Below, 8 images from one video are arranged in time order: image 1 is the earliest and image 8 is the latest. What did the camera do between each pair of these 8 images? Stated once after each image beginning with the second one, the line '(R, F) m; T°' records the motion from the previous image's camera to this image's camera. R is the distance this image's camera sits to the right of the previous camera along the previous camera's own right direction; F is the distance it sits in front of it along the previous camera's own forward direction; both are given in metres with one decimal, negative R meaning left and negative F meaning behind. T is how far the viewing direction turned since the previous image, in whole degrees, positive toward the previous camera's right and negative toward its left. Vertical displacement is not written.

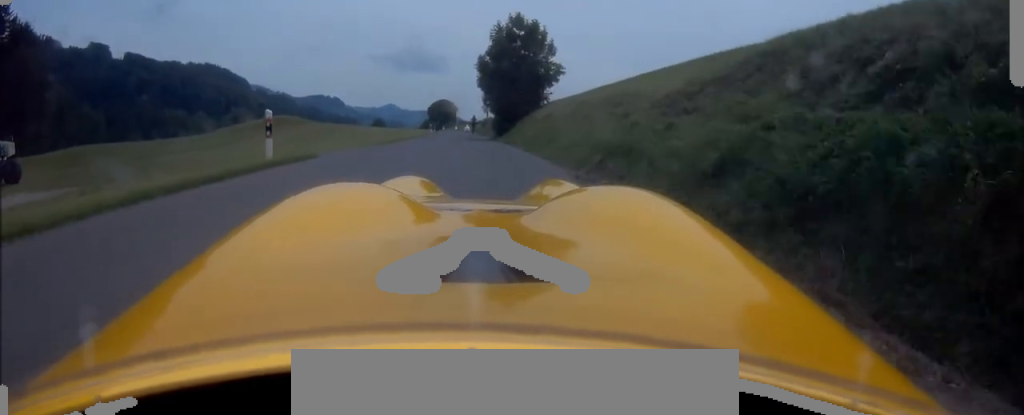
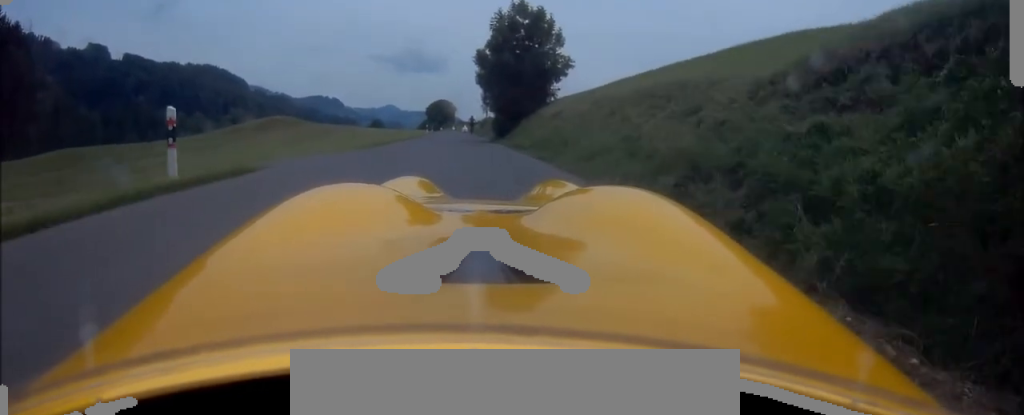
(+0.1, +3.6) m; -2°
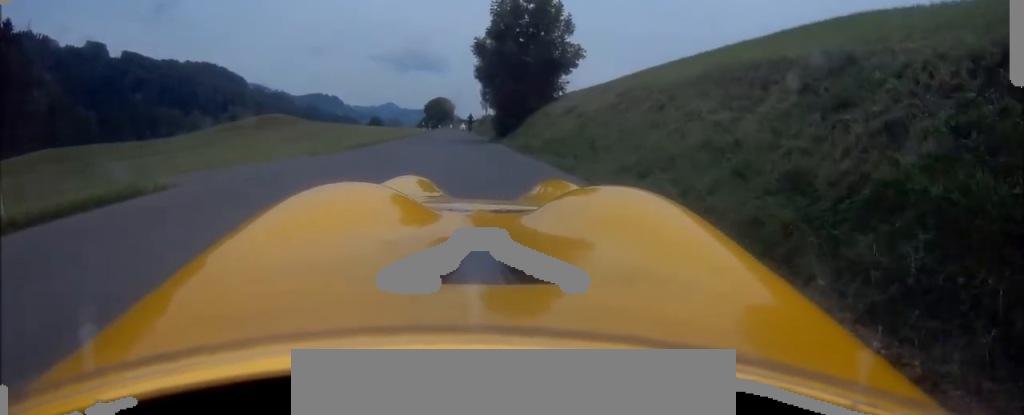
(-0.2, +3.4) m; 0°
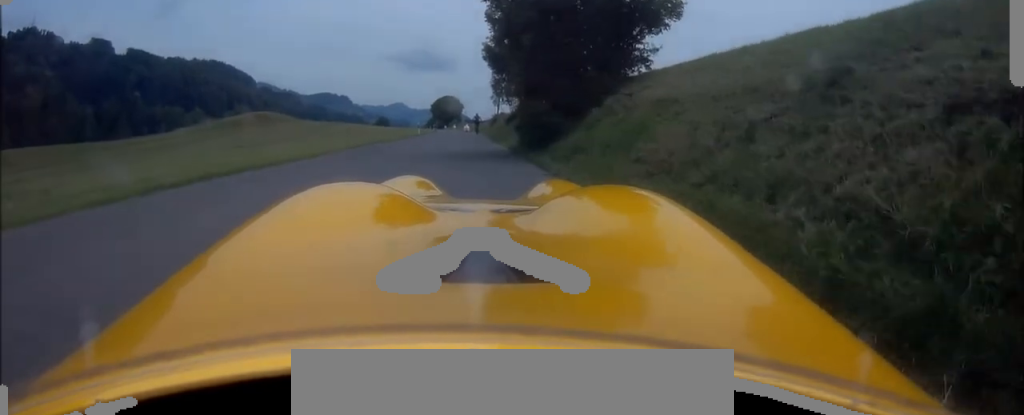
(+0.1, +12.1) m; 0°
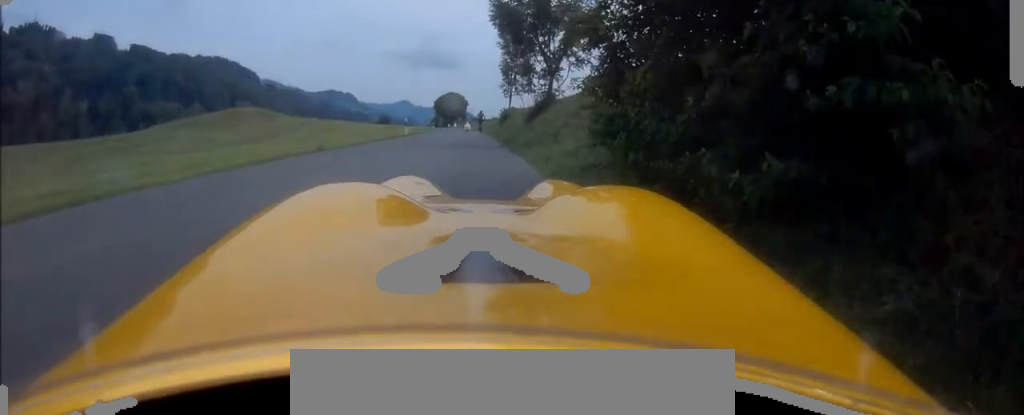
(-0.1, +10.6) m; 0°
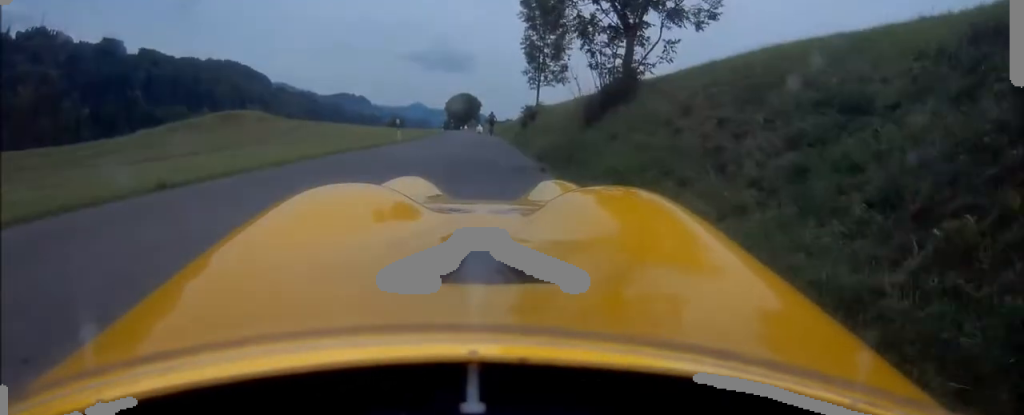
(-0.2, +8.6) m; -3°
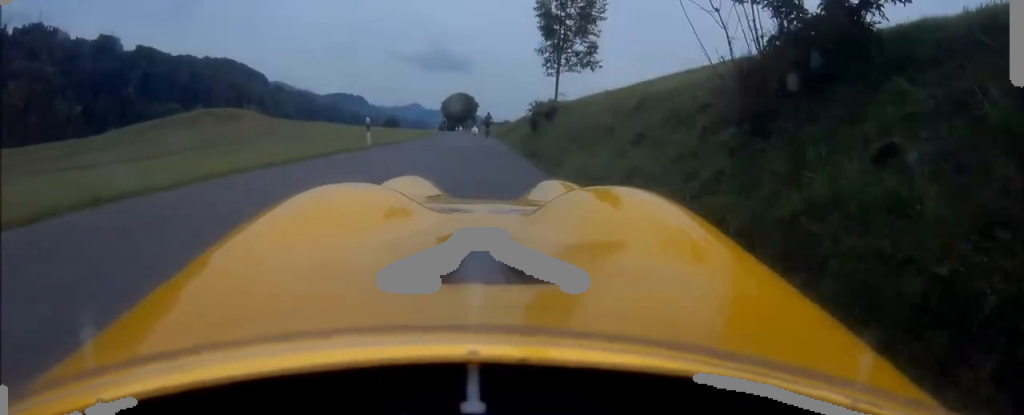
(-0.1, +6.5) m; 0°
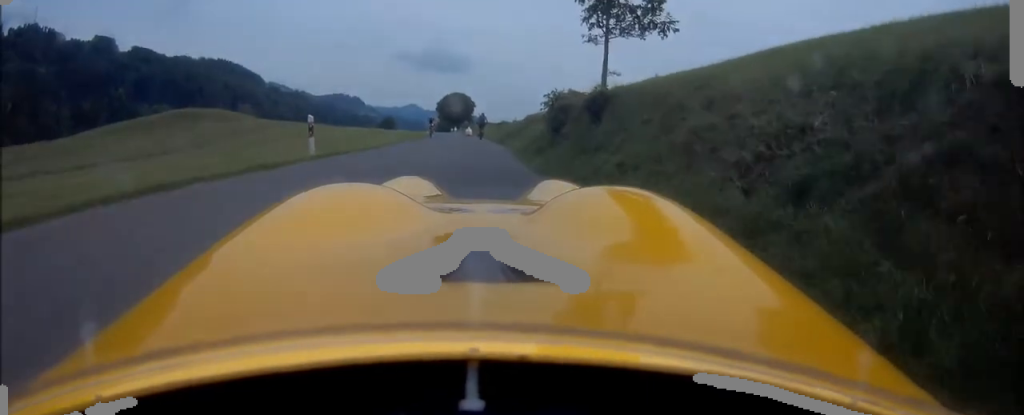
(0.0, +6.7) m; 0°
